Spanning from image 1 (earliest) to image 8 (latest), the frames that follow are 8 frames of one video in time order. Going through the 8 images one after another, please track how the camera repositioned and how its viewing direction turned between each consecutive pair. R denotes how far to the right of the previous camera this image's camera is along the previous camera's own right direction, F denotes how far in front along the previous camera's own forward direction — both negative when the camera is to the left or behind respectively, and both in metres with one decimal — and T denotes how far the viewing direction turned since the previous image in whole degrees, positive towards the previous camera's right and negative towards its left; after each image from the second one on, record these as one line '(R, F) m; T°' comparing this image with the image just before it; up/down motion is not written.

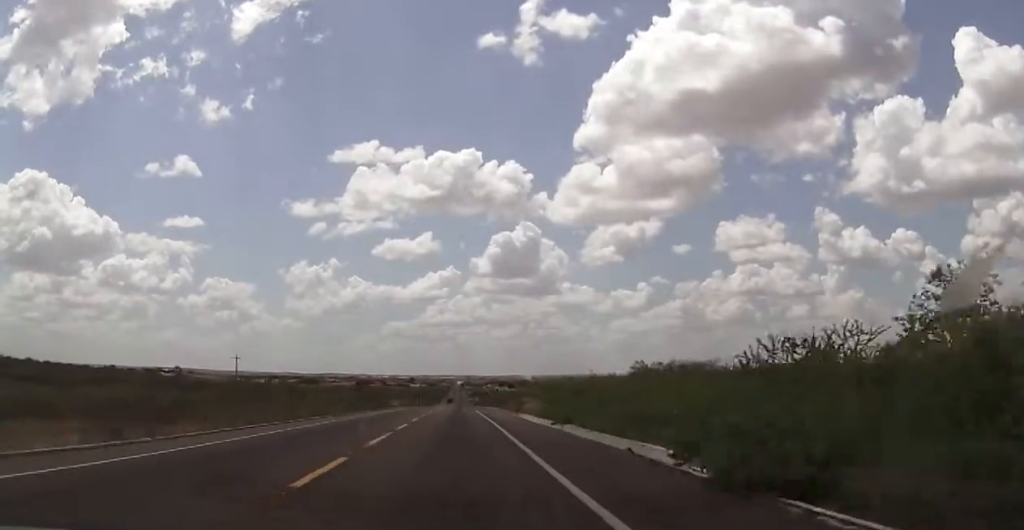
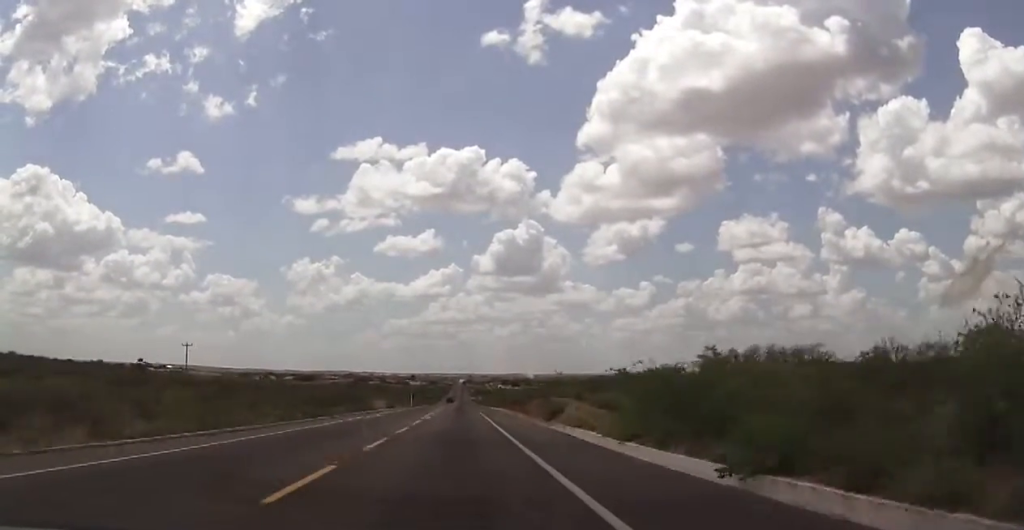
(-0.1, +22.4) m; 0°
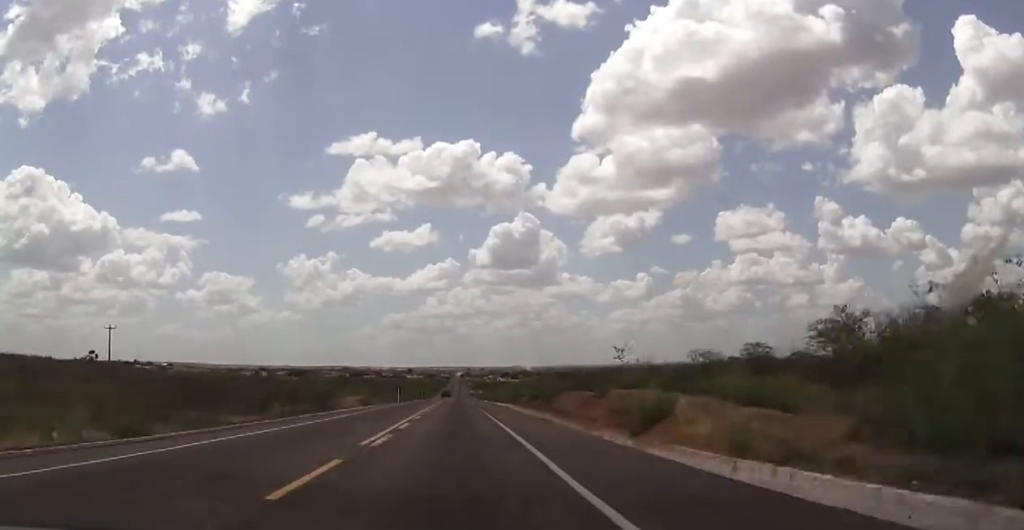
(+0.1, +21.2) m; 0°
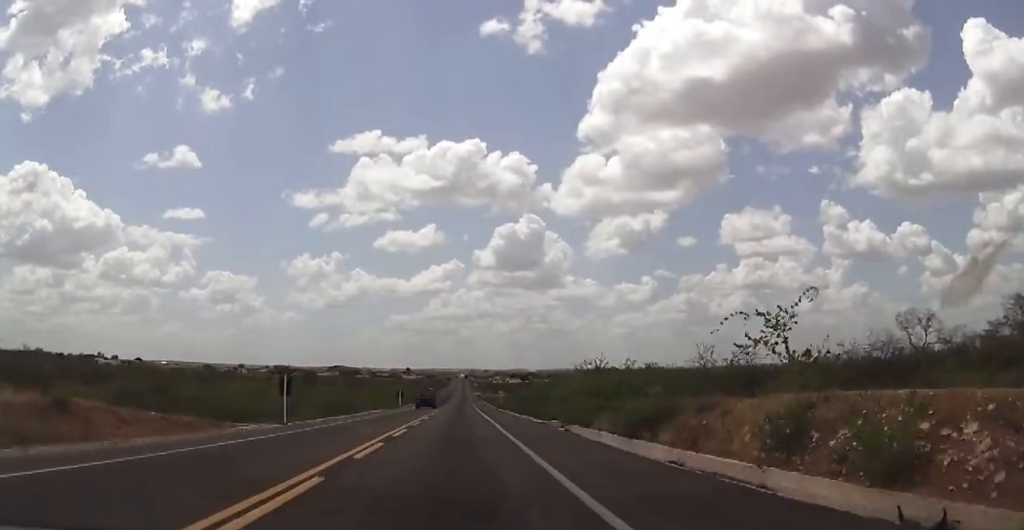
(-0.4, +64.1) m; 0°
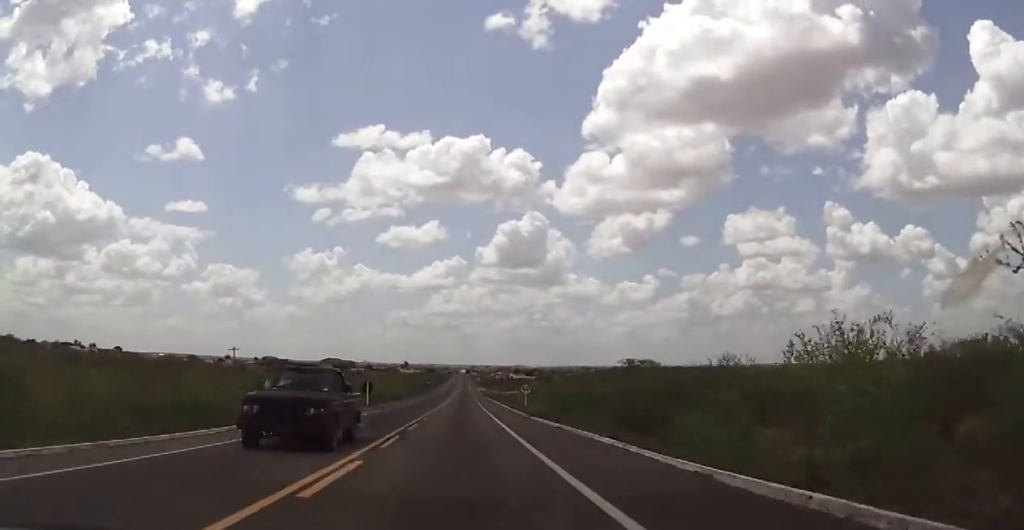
(+0.3, +34.3) m; 0°
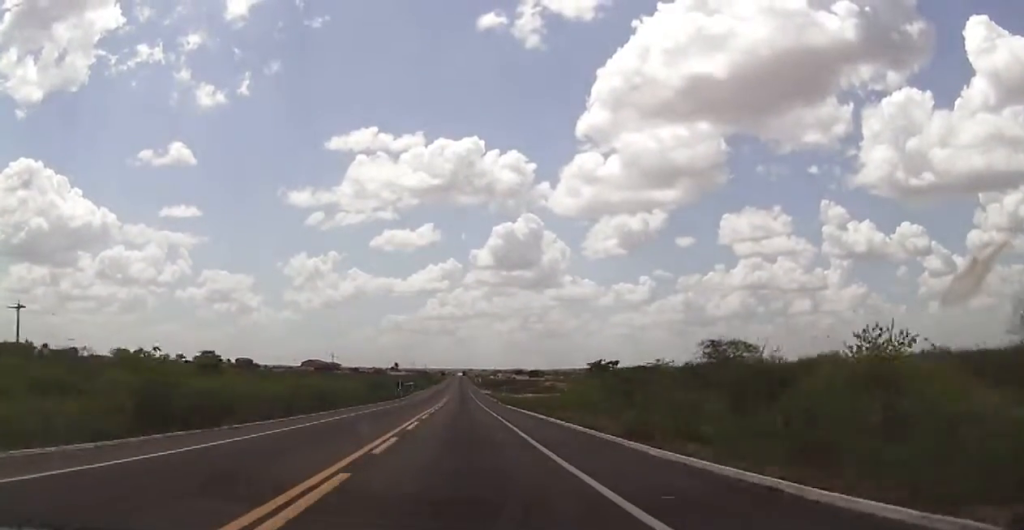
(-0.6, +54.8) m; 0°
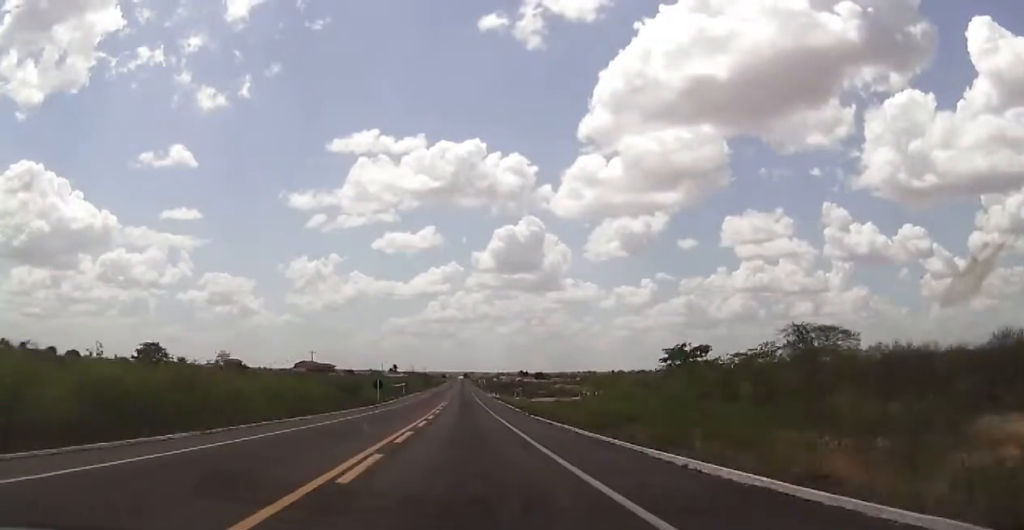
(+0.1, +26.9) m; 0°
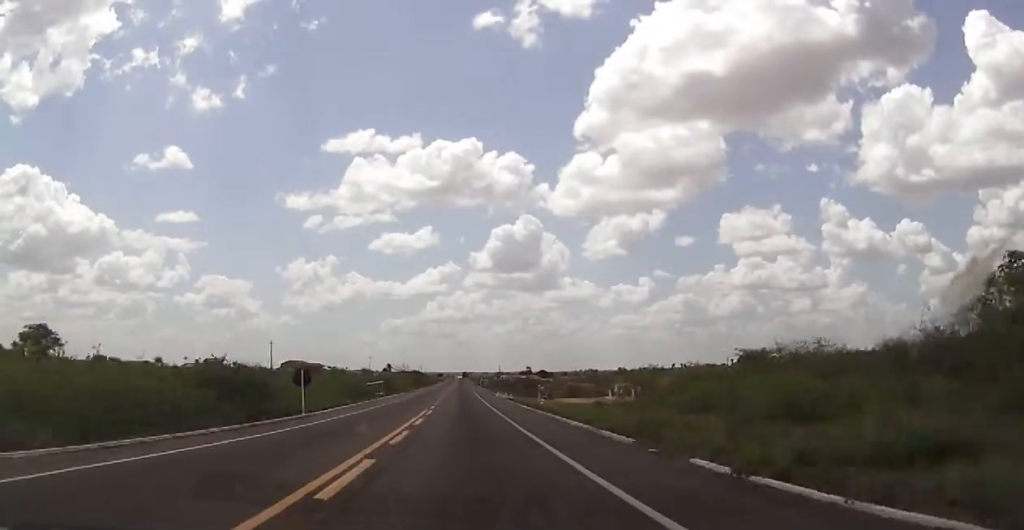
(+0.3, +32.2) m; 0°
